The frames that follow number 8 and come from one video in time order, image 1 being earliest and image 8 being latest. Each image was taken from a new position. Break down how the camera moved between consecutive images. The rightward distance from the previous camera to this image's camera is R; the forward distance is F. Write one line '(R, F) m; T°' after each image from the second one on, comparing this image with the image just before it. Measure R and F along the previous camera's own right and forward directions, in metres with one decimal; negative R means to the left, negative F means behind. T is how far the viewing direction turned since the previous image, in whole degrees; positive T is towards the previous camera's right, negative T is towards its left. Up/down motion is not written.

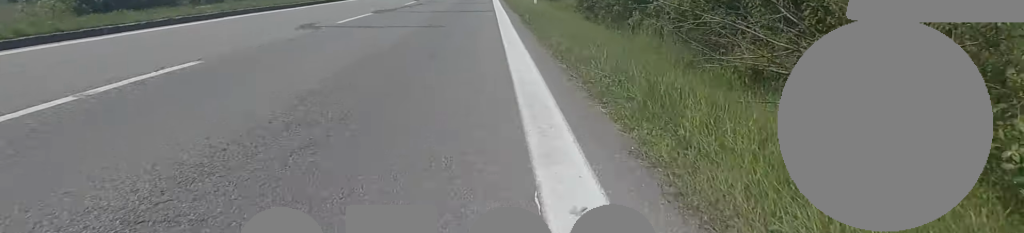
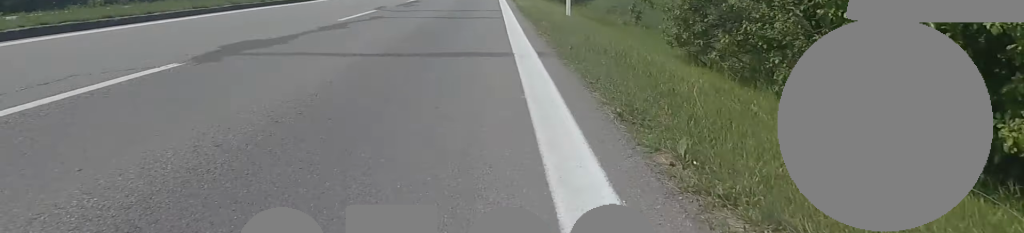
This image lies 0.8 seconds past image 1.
(-0.7, +9.1) m; -4°
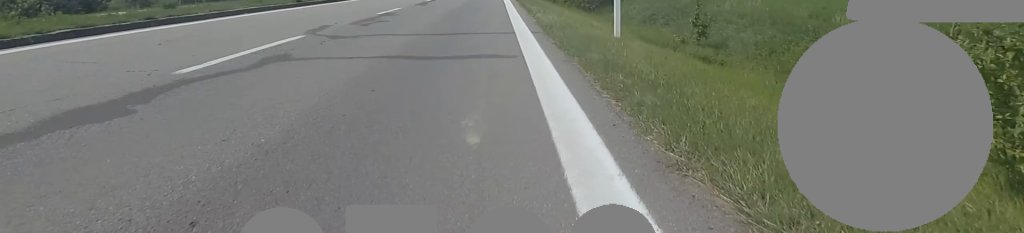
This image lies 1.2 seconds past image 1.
(0.0, +5.9) m; 0°
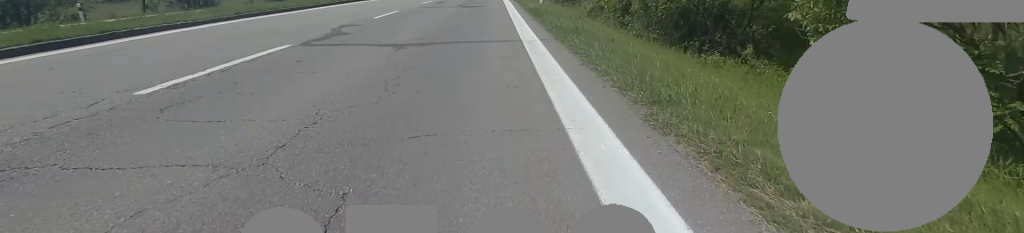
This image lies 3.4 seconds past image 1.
(0.0, +27.7) m; 0°
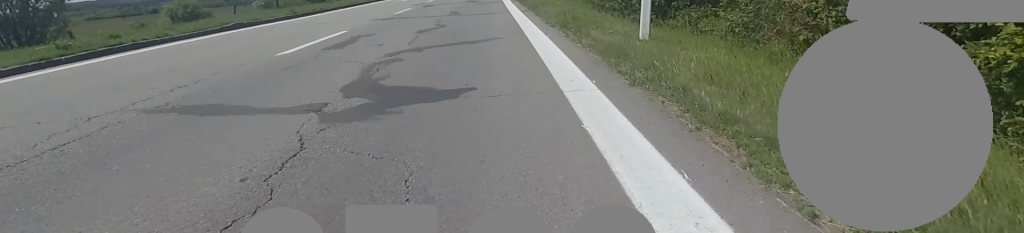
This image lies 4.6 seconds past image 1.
(0.0, +15.5) m; +1°
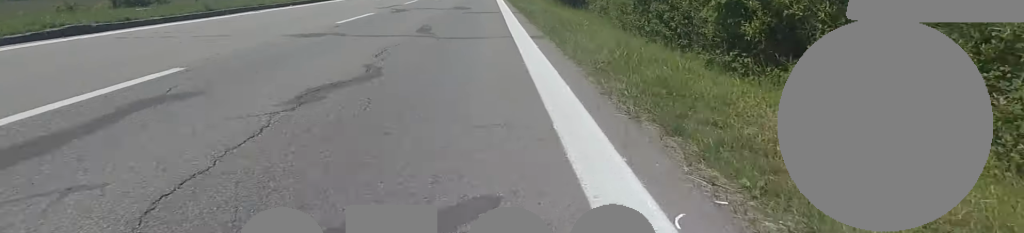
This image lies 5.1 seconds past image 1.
(+0.1, +5.7) m; 0°
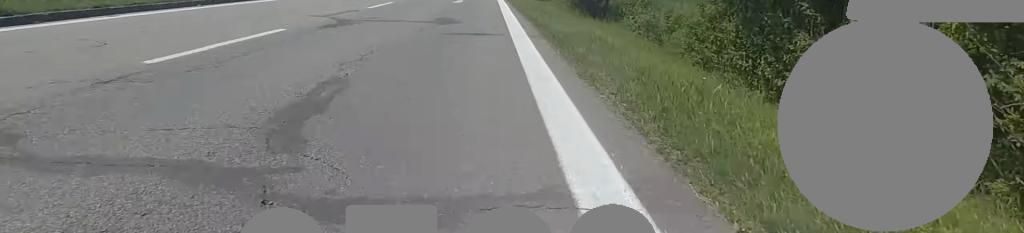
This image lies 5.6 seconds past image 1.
(+0.1, +6.2) m; 0°
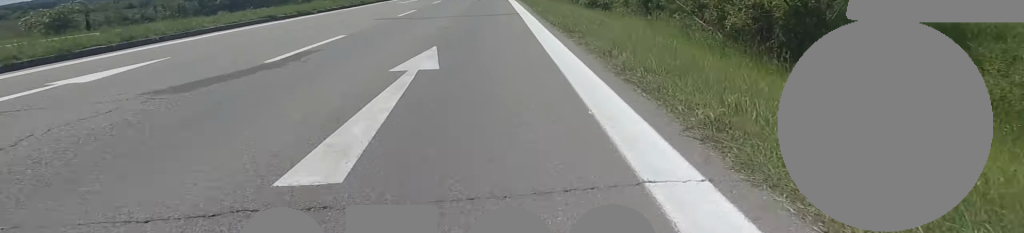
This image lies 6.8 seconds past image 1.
(-0.3, +16.1) m; +1°
